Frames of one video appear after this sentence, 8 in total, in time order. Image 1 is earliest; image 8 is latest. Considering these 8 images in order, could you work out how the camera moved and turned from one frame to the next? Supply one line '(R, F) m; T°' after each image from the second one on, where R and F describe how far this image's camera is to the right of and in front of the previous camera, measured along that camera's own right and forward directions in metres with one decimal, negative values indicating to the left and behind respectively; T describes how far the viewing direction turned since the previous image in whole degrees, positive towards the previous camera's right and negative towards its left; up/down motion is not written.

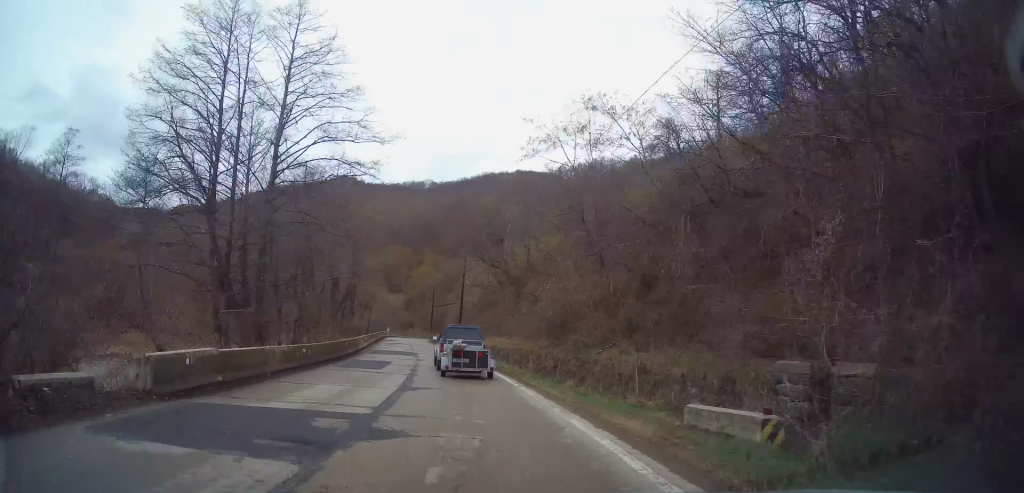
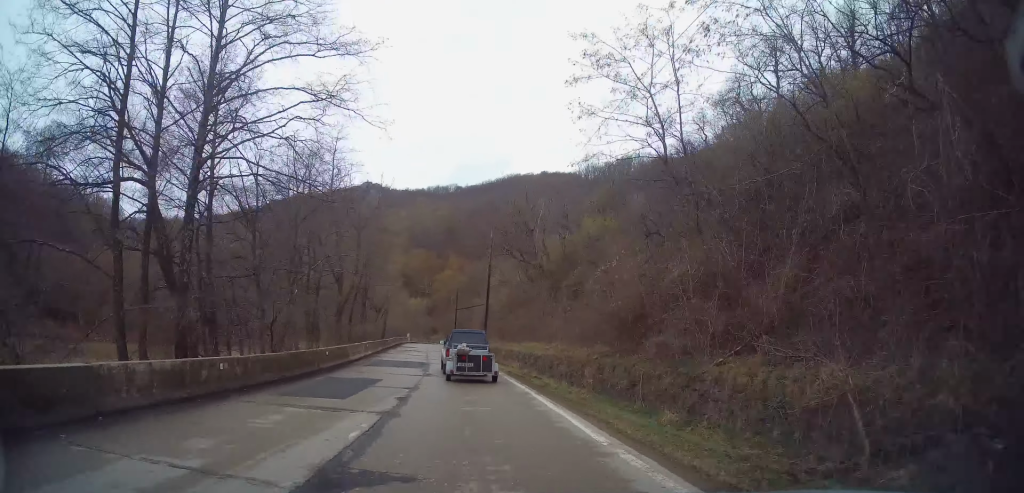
(-0.1, +8.6) m; -2°
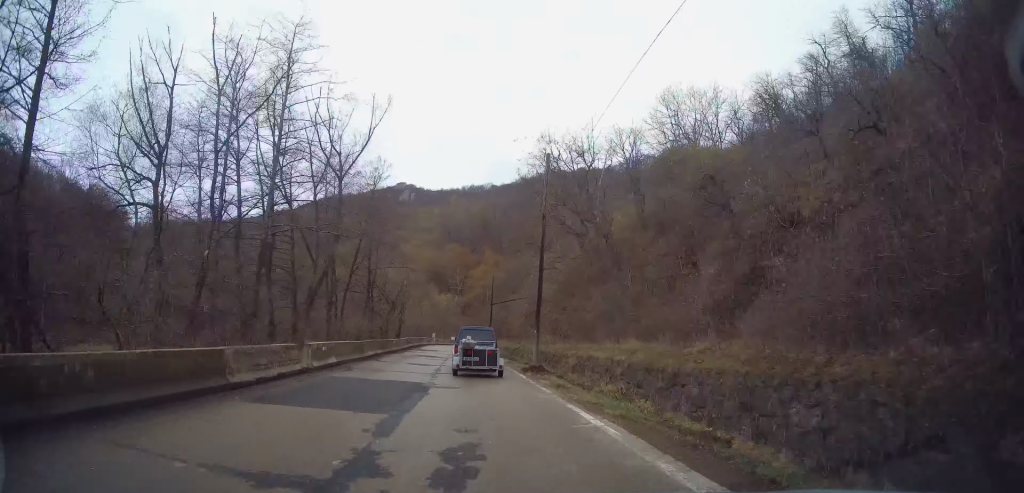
(-0.8, +15.7) m; -5°
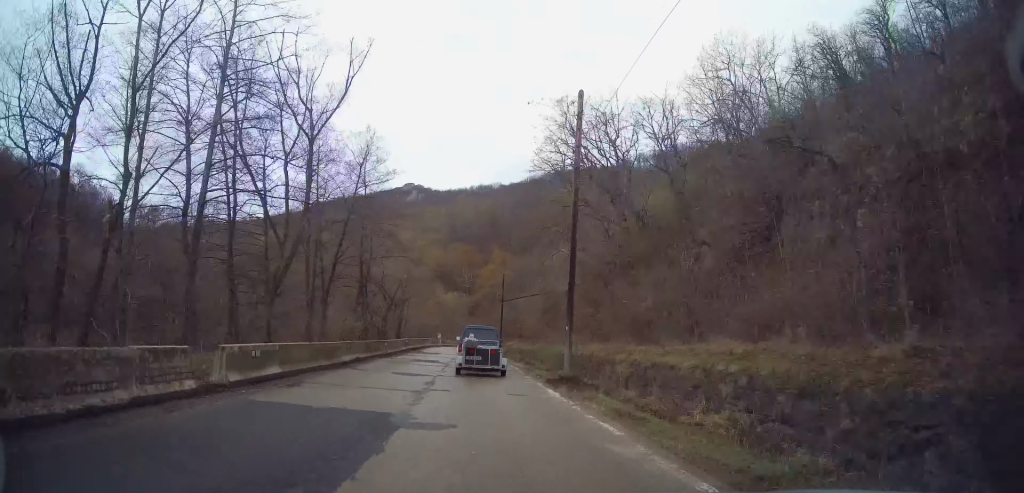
(-0.1, +5.9) m; -1°
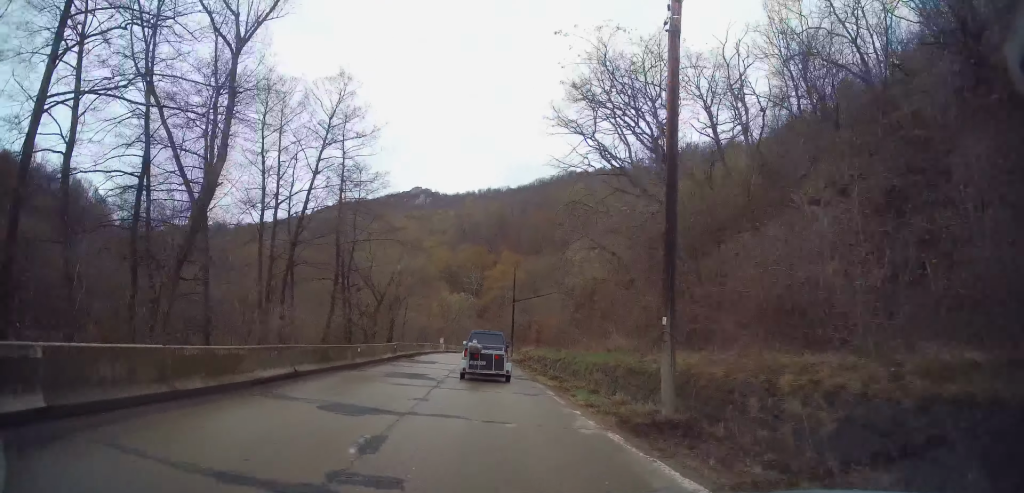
(0.0, +8.6) m; 0°
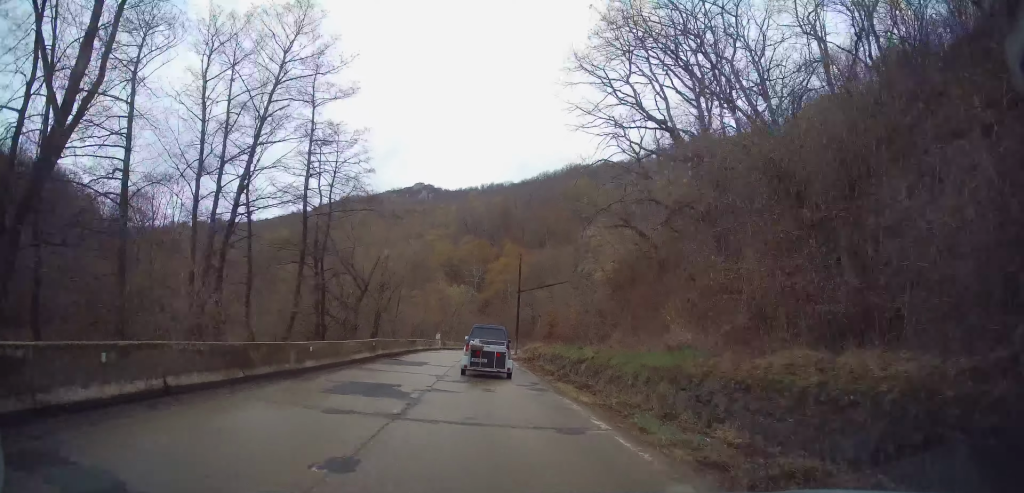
(0.0, +6.3) m; 0°
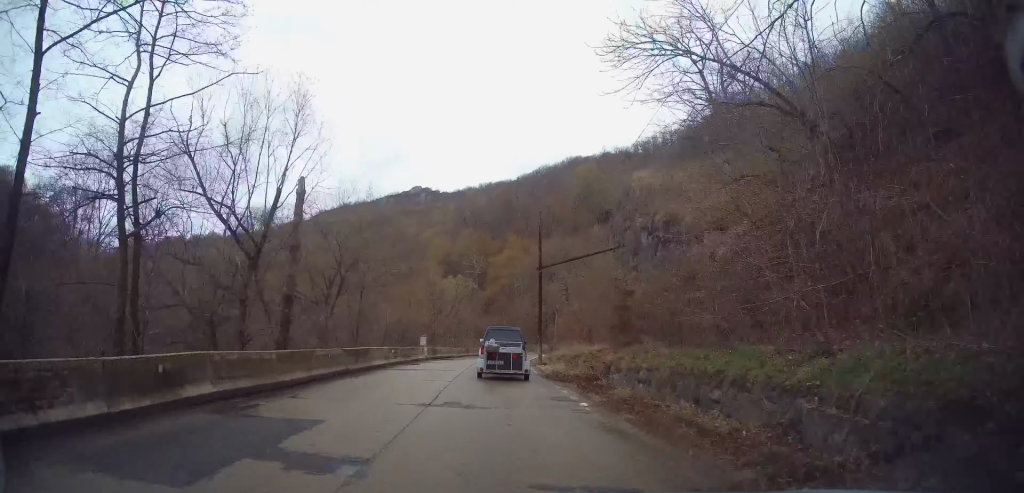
(0.0, +17.3) m; 0°
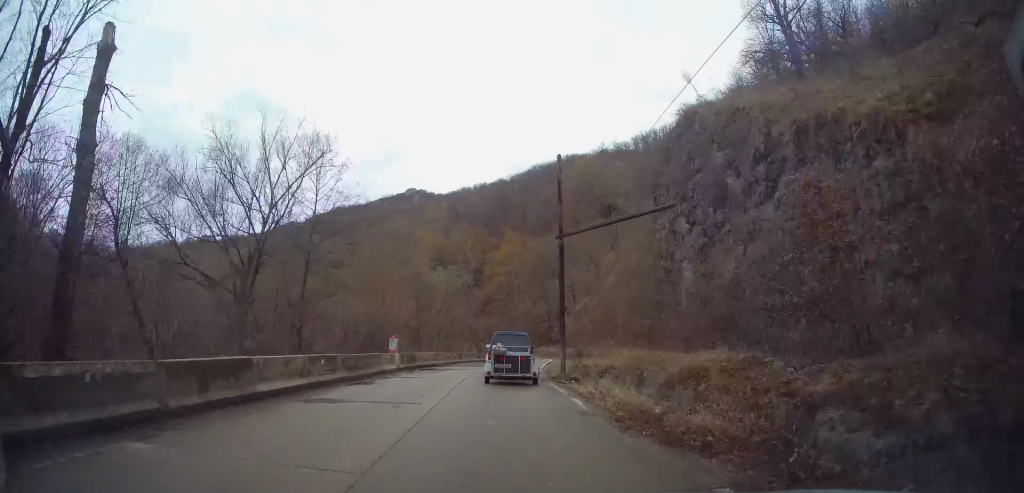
(0.0, +10.9) m; +2°
